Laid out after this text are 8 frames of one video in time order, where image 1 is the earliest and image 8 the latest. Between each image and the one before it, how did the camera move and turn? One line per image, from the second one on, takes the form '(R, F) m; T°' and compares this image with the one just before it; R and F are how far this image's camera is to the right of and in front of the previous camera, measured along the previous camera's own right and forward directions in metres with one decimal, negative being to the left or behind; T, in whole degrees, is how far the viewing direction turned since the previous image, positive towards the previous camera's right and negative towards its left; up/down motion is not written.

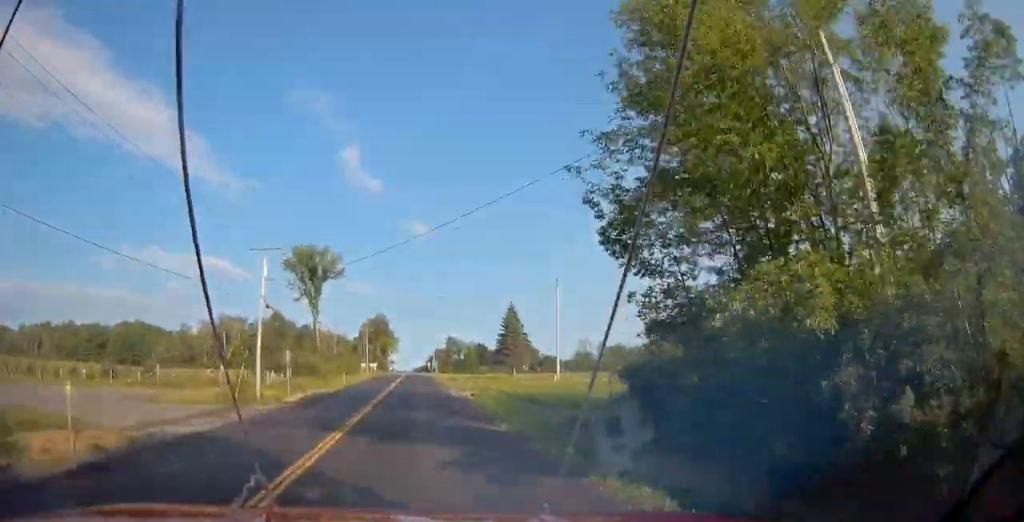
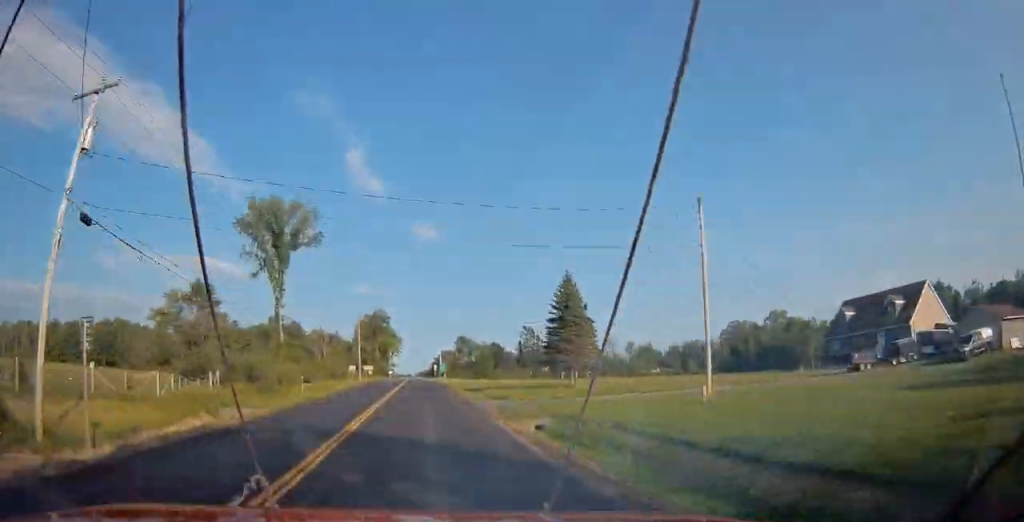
(0.0, +26.9) m; 0°
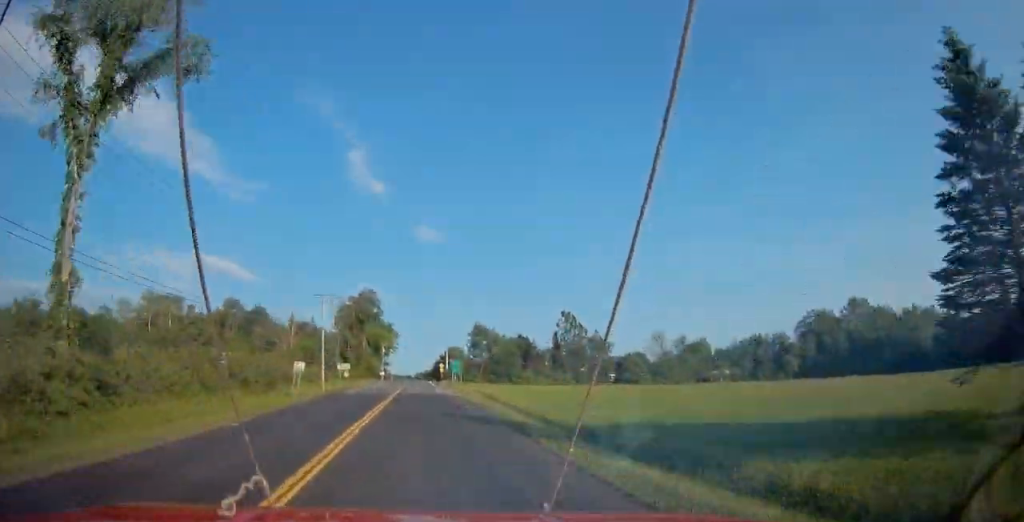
(-0.1, +40.3) m; 0°
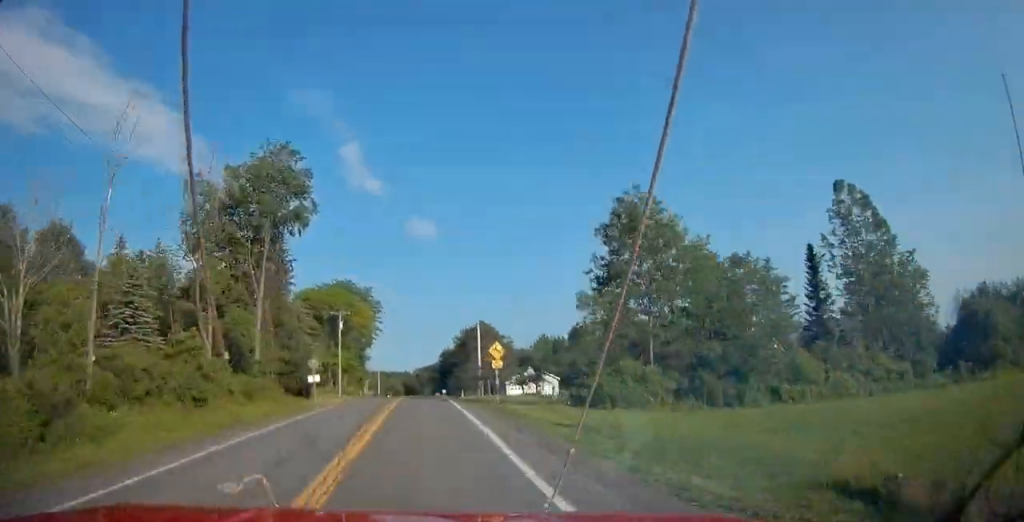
(+1.1, +83.5) m; +5°
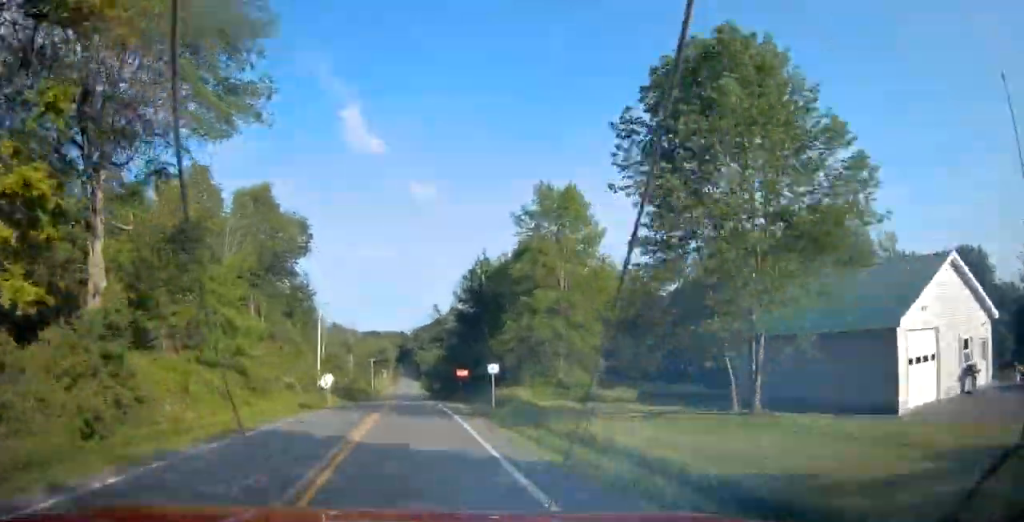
(+14.1, +101.8) m; +1°
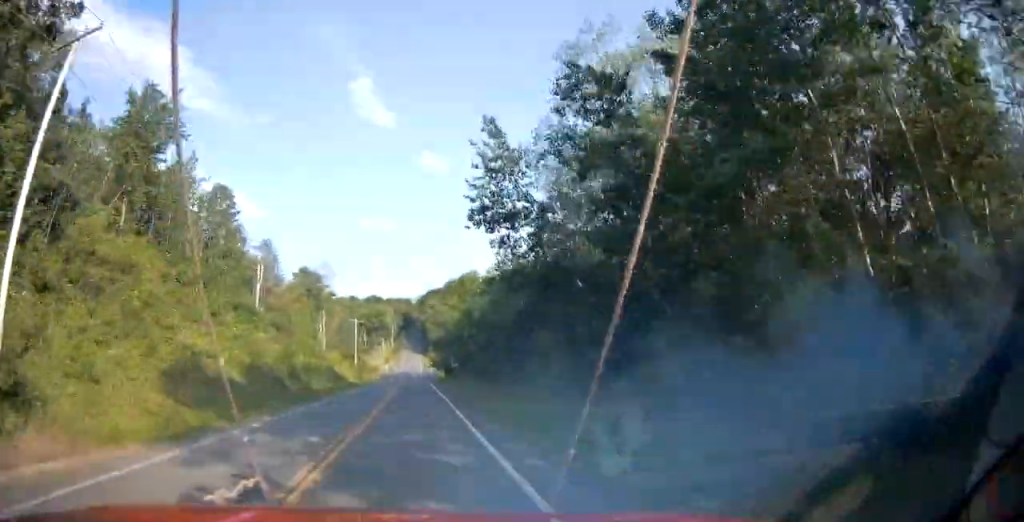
(-5.2, +53.2) m; -12°
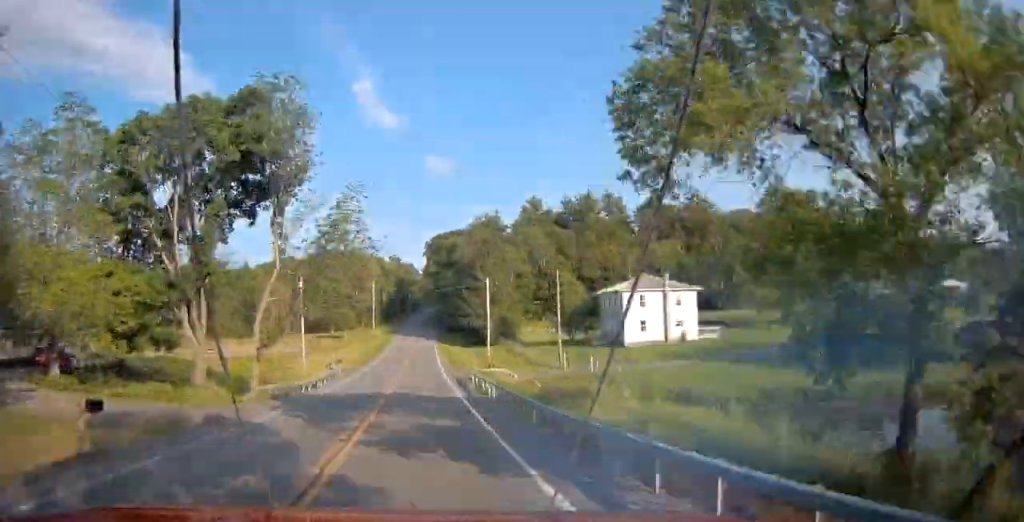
(-10.1, +133.3) m; +4°
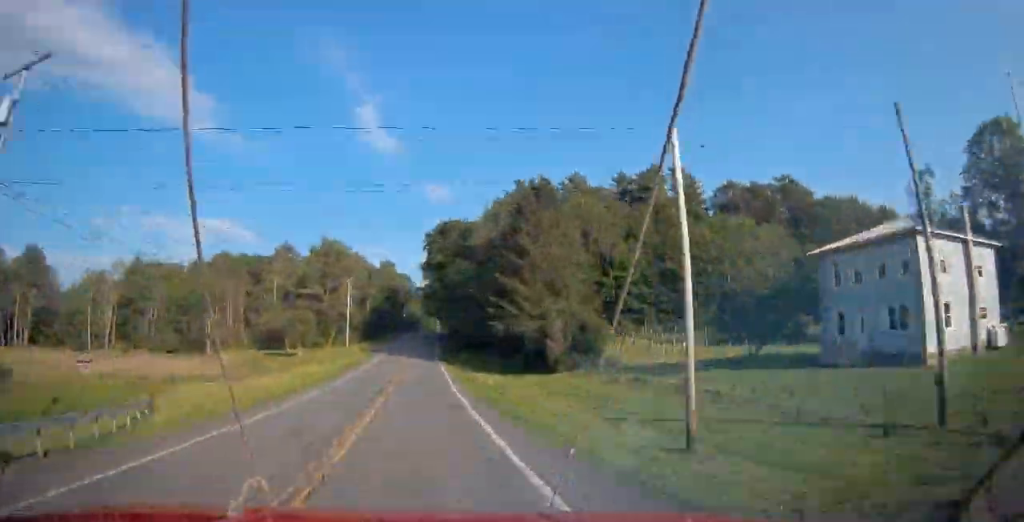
(+1.0, +40.4) m; +1°
